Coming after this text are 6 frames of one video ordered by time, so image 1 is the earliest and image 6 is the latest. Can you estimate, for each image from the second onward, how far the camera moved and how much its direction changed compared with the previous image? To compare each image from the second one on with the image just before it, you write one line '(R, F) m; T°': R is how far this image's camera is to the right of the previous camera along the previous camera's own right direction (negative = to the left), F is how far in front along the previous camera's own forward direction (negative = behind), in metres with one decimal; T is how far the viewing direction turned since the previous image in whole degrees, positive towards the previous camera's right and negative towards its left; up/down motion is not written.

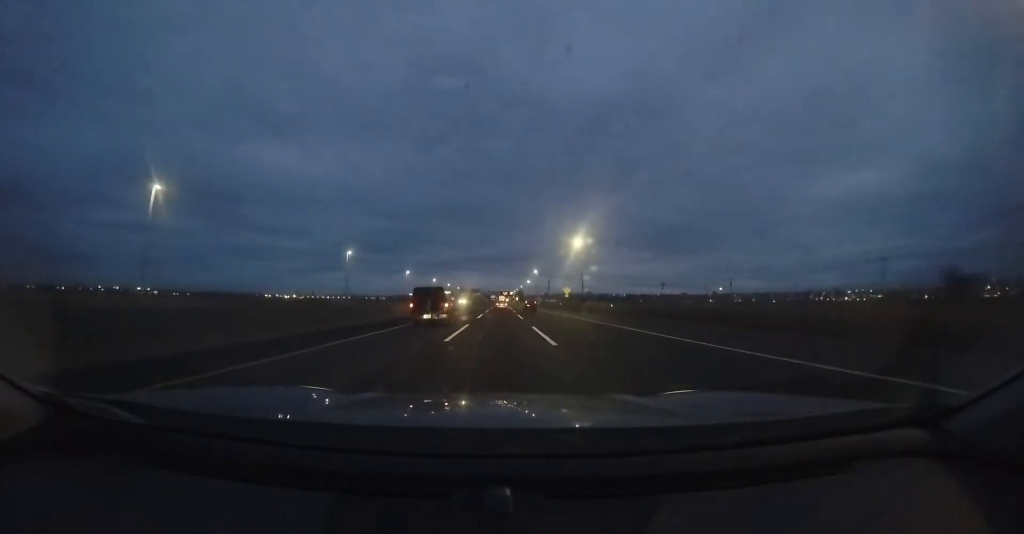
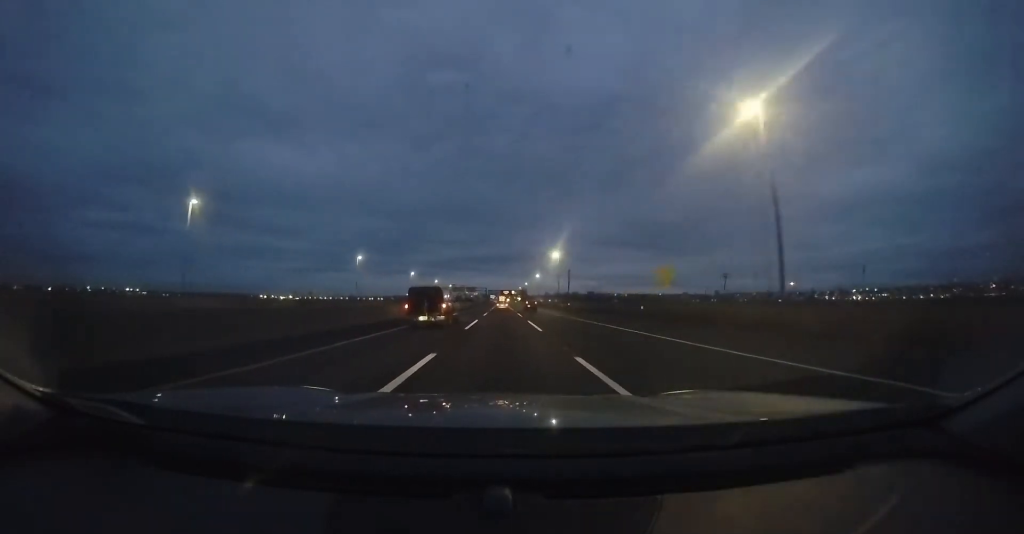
(-1.0, +40.4) m; -1°
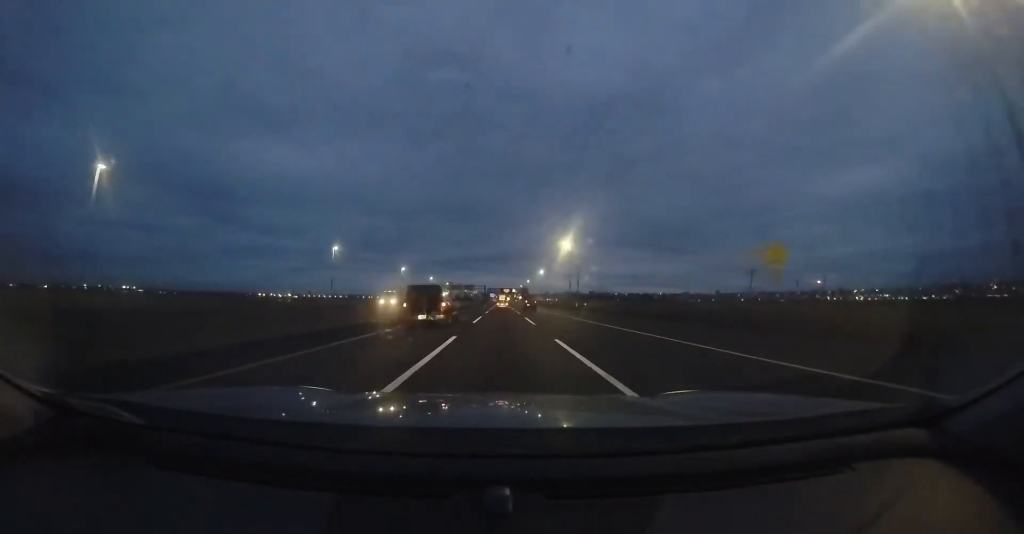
(-0.1, +11.5) m; +1°
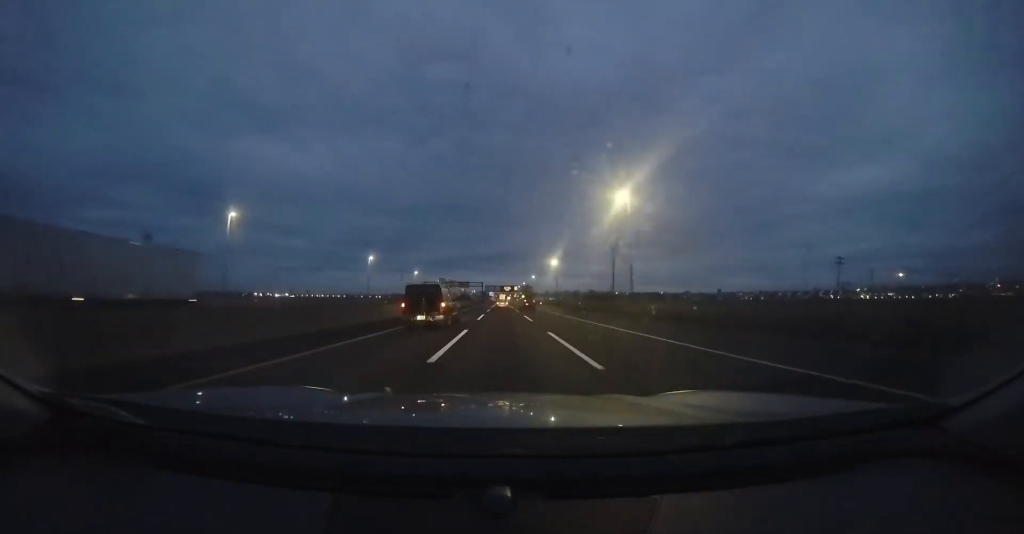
(+0.4, +27.7) m; +1°
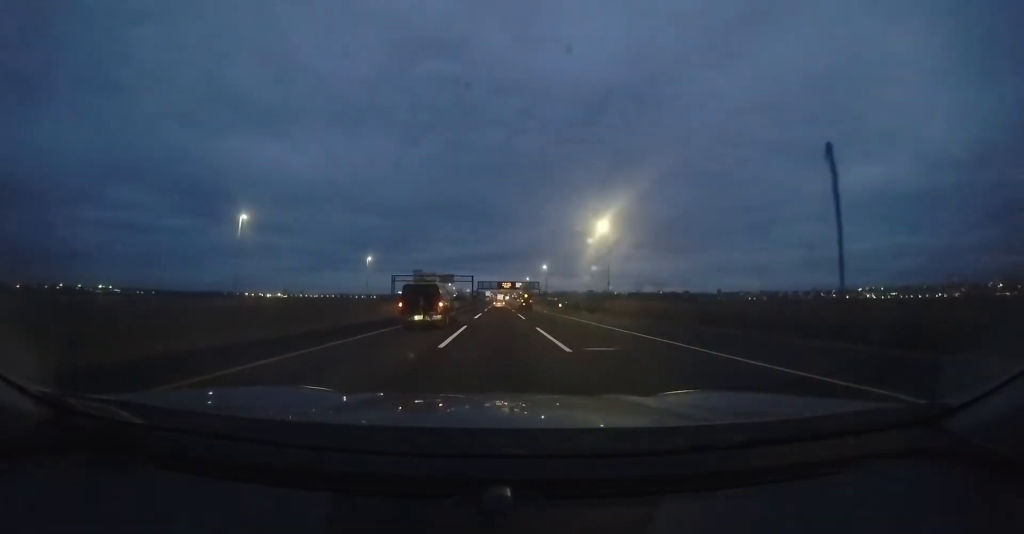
(+0.2, +43.4) m; 0°
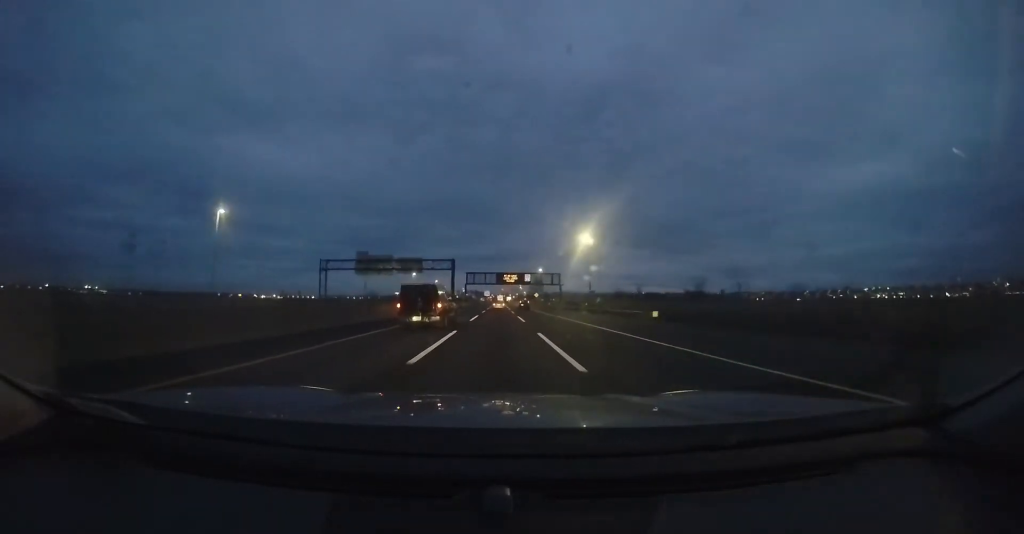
(-0.3, +47.9) m; -1°
